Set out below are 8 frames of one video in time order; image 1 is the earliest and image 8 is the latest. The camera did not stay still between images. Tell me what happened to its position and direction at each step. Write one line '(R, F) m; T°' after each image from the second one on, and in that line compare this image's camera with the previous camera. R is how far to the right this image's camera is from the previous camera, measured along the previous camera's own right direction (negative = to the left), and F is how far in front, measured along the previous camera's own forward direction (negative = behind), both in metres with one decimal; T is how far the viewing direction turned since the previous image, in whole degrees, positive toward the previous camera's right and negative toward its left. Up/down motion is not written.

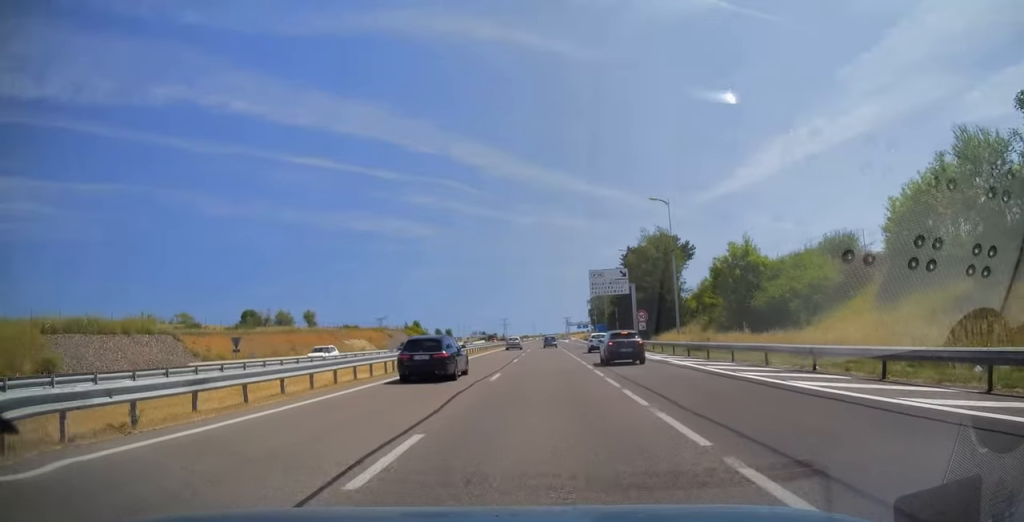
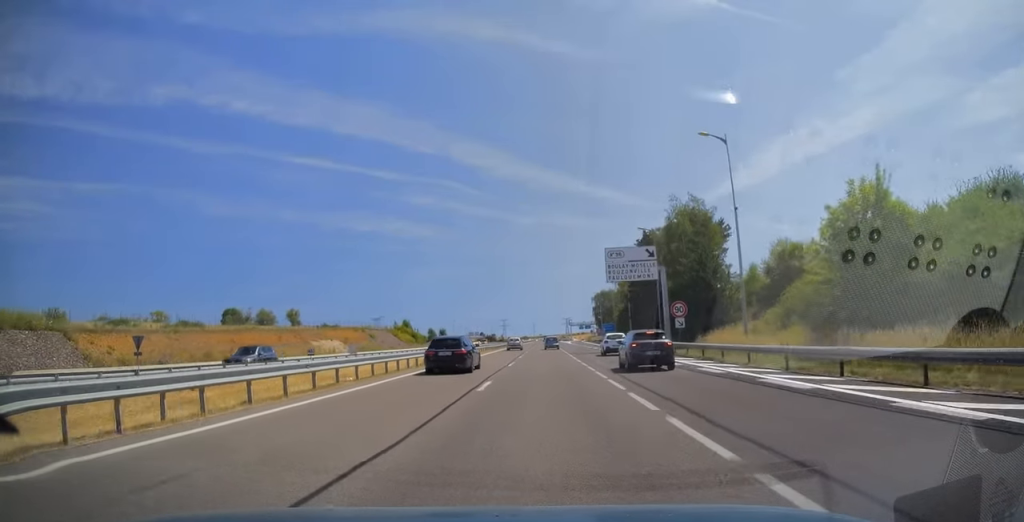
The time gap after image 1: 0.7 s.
(0.0, +17.8) m; 0°
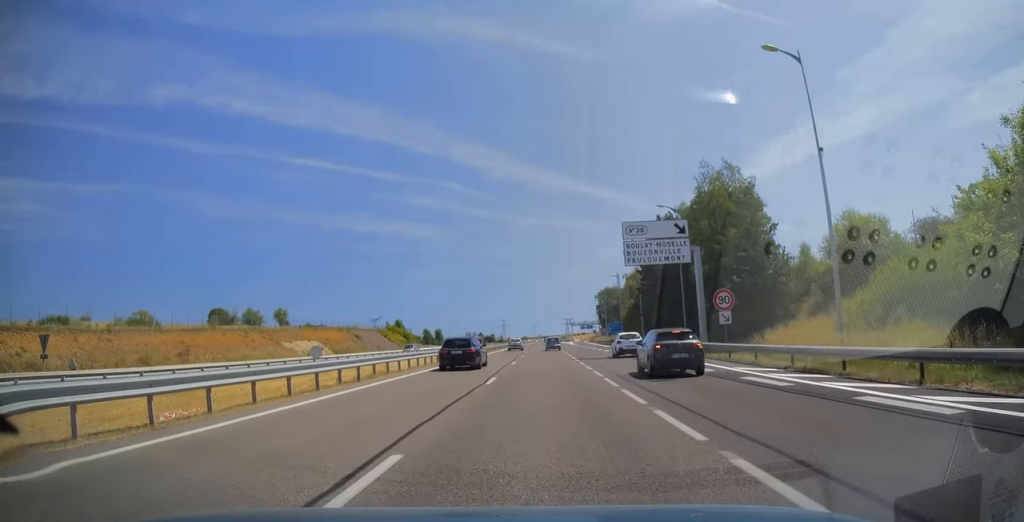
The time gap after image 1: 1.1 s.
(+0.1, +11.7) m; 0°
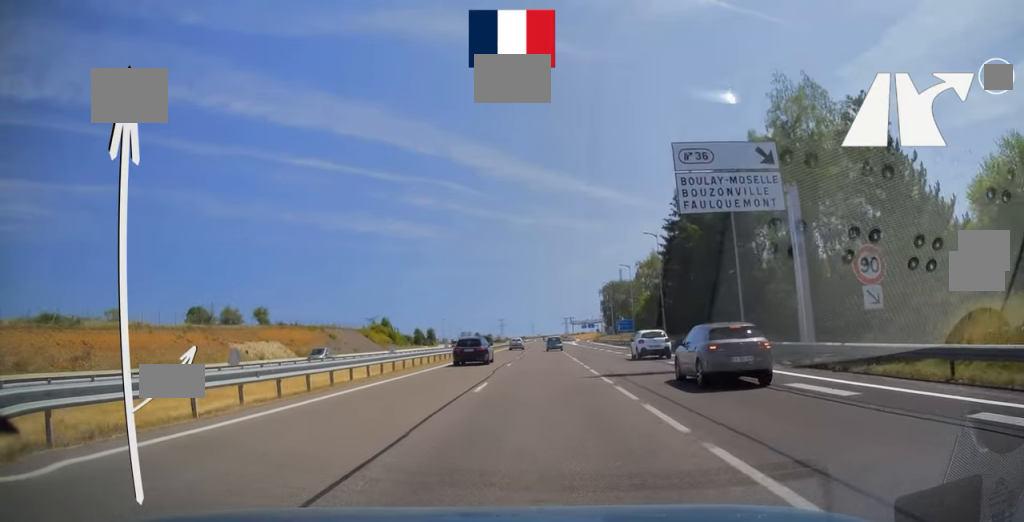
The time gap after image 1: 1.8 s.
(0.0, +16.5) m; 0°
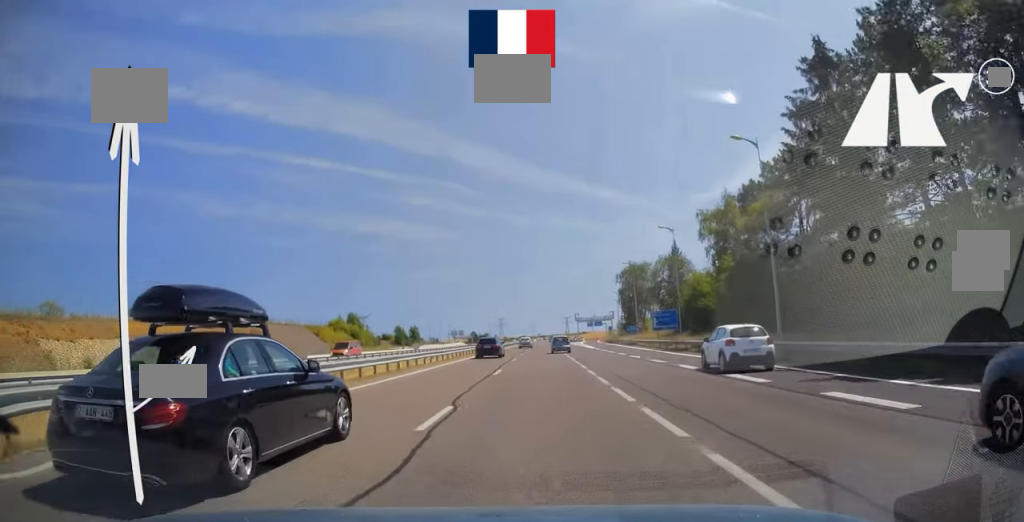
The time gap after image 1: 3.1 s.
(0.0, +34.7) m; 0°
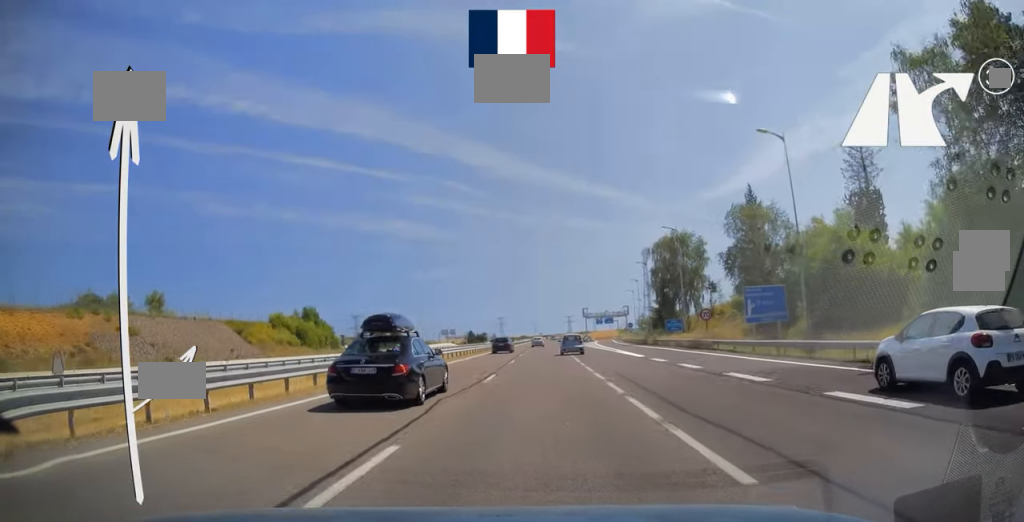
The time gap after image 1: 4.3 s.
(0.0, +32.5) m; -1°
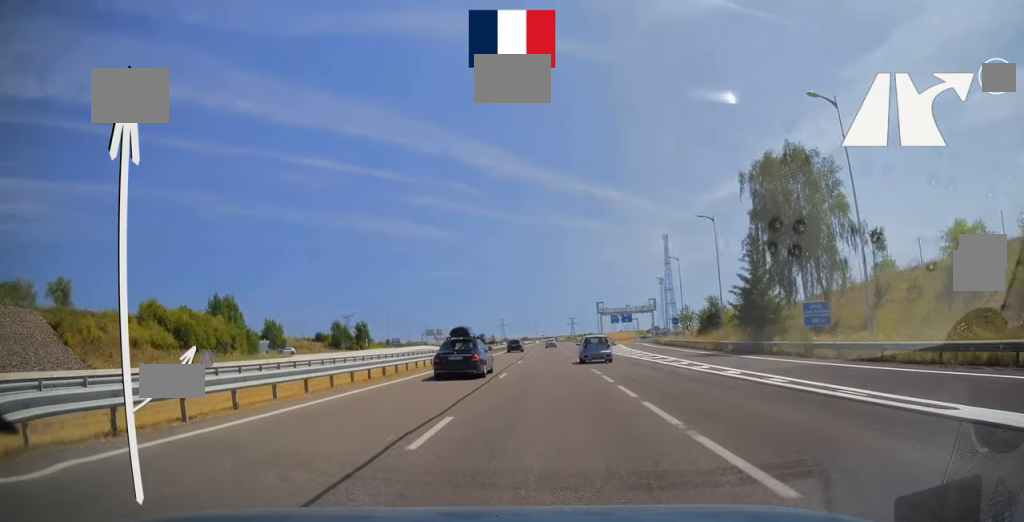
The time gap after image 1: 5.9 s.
(-0.2, +39.1) m; +1°
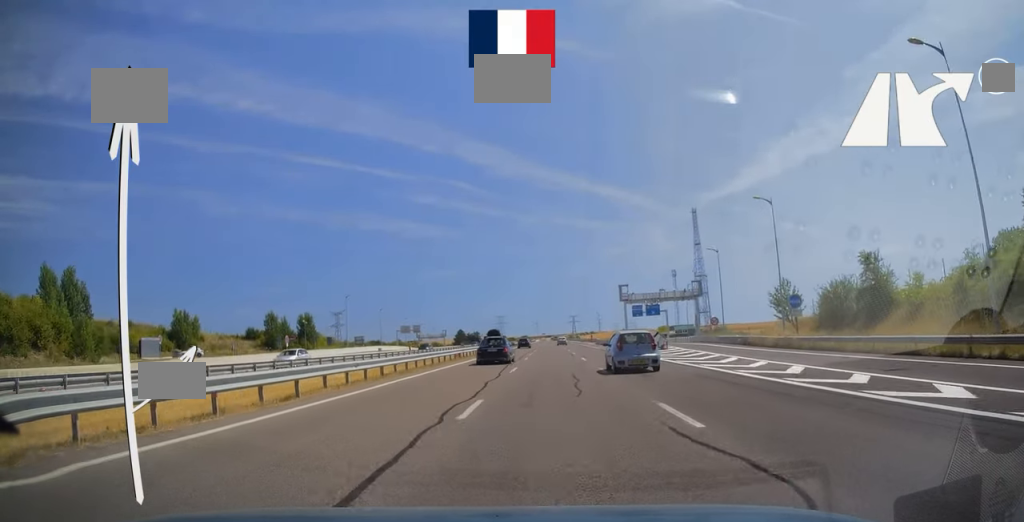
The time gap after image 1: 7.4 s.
(+0.3, +39.1) m; -1°
